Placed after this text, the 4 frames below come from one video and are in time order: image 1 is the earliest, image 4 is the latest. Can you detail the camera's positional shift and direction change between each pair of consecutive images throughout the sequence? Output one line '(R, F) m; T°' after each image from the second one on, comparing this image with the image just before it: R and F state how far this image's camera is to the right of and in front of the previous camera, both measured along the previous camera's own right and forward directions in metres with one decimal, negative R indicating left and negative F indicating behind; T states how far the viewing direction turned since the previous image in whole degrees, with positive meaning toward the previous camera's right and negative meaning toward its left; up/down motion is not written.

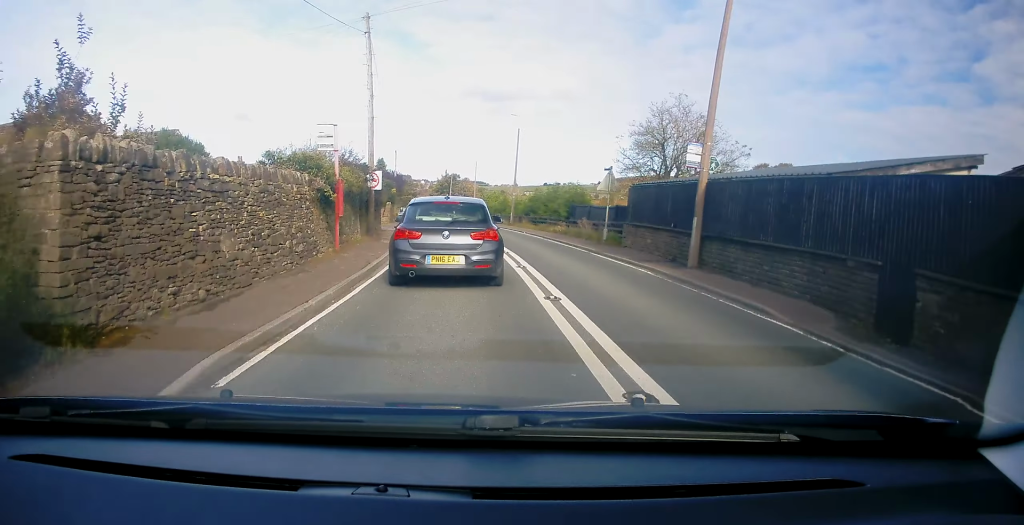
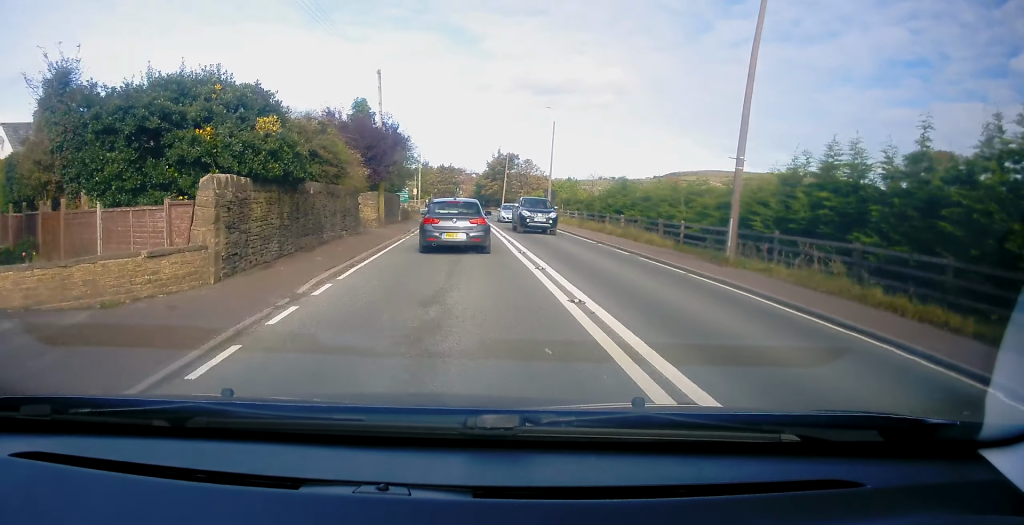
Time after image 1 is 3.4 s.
(-1.6, +38.4) m; -3°
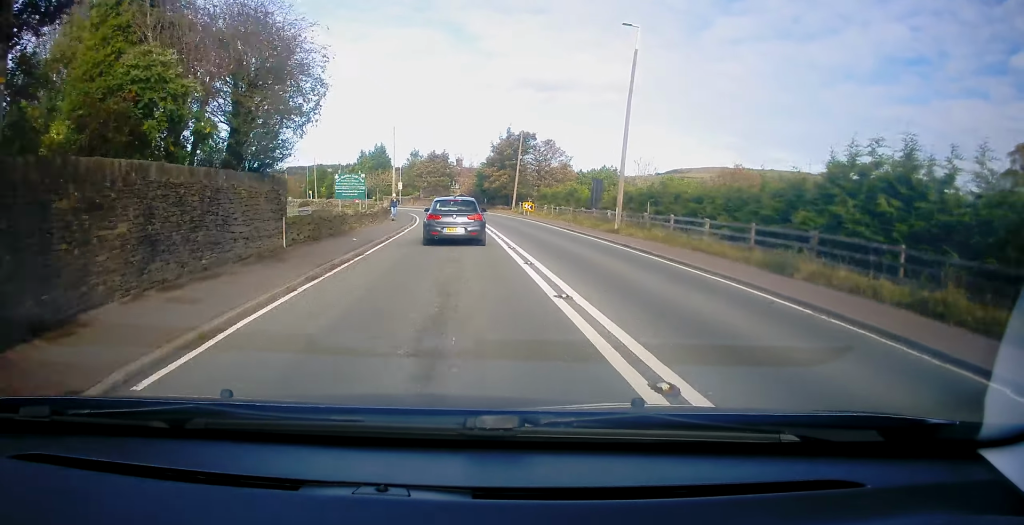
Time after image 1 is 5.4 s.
(0.0, +24.9) m; 0°
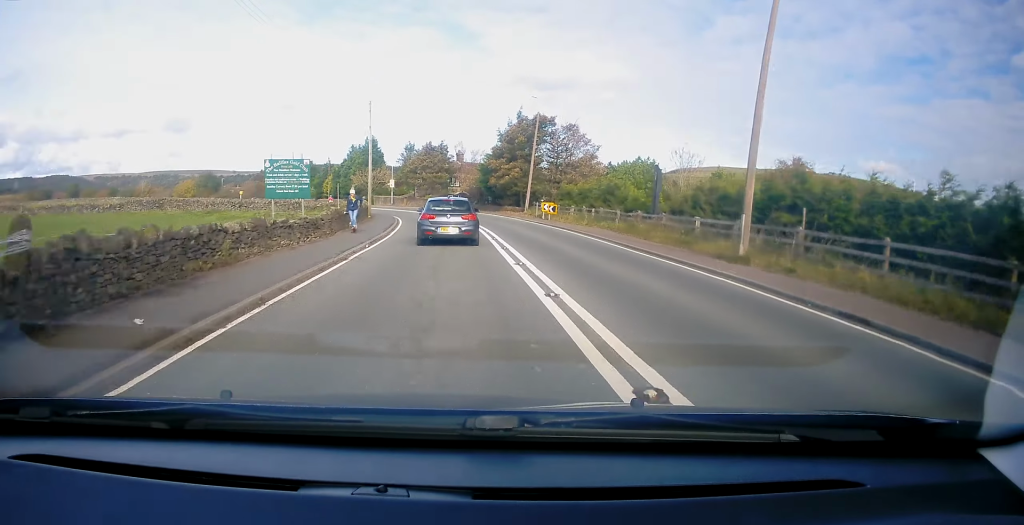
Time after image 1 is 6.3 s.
(-0.1, +13.1) m; -2°
